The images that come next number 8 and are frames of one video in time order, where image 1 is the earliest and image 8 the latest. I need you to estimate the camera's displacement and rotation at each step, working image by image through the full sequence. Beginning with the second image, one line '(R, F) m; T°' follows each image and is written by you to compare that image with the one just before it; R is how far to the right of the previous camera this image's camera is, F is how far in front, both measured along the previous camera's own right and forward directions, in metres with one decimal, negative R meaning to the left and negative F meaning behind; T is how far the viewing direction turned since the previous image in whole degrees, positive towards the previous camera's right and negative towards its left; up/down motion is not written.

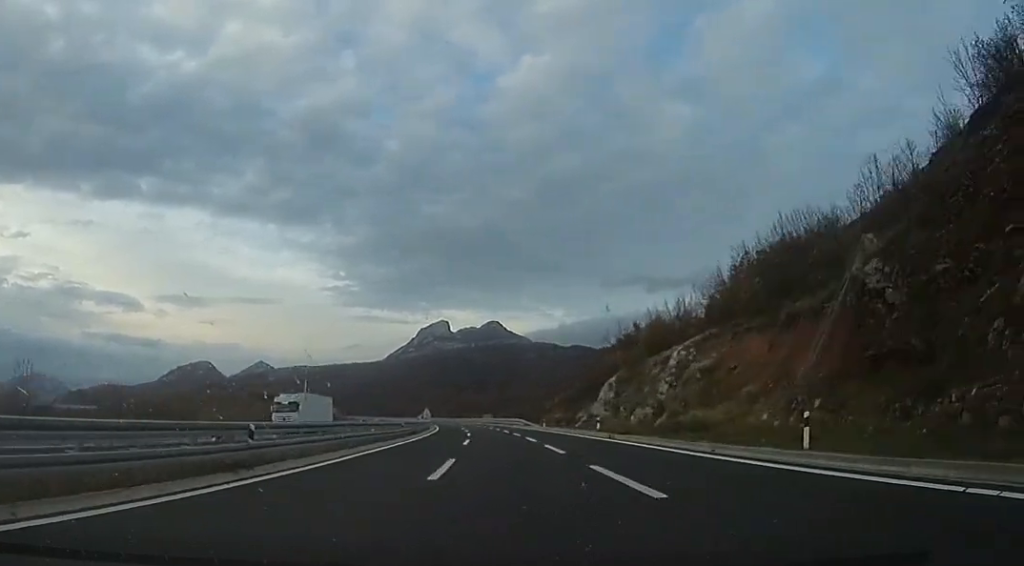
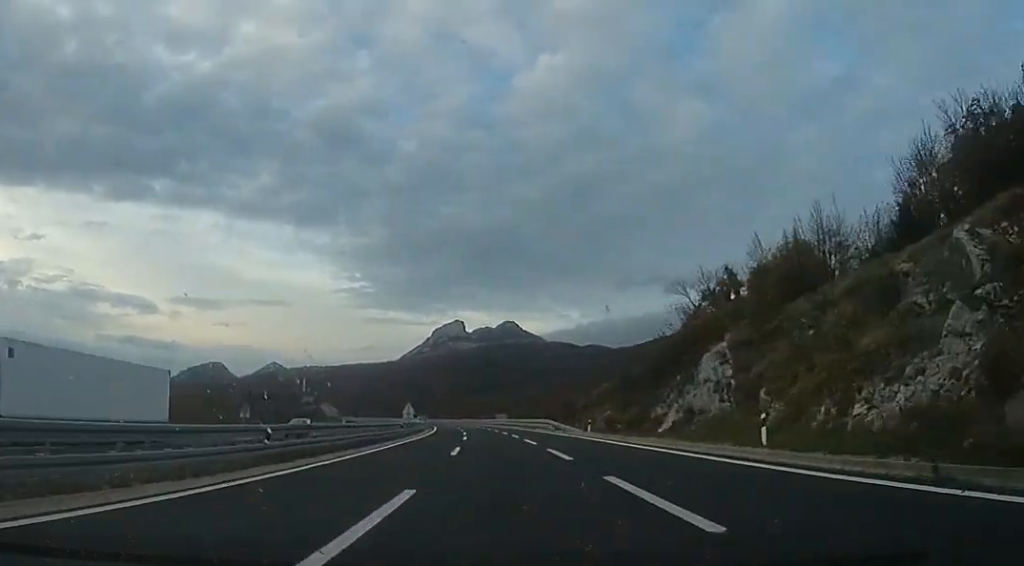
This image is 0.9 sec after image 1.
(-0.2, +26.7) m; -2°
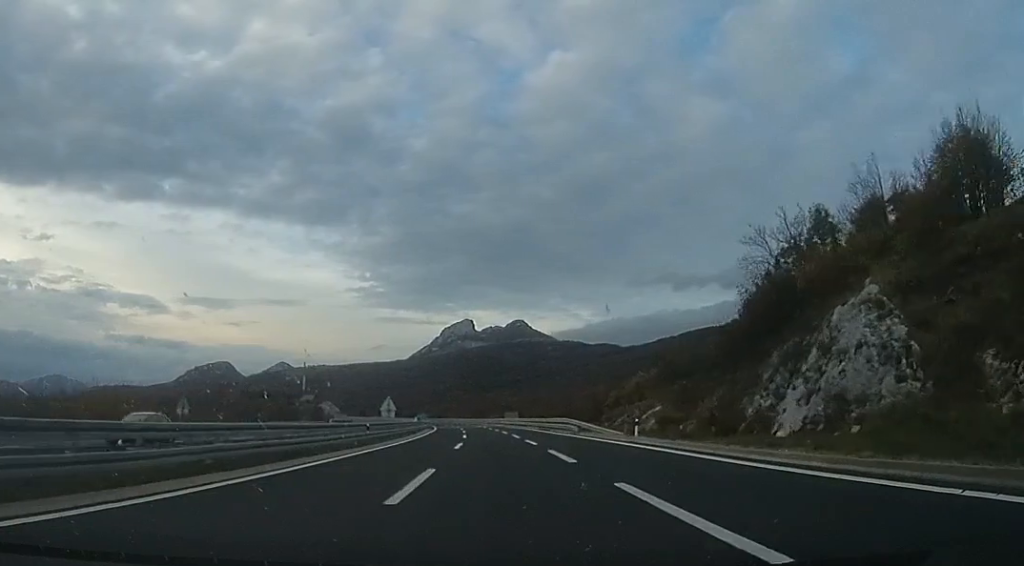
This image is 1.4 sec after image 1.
(-0.2, +13.3) m; -2°
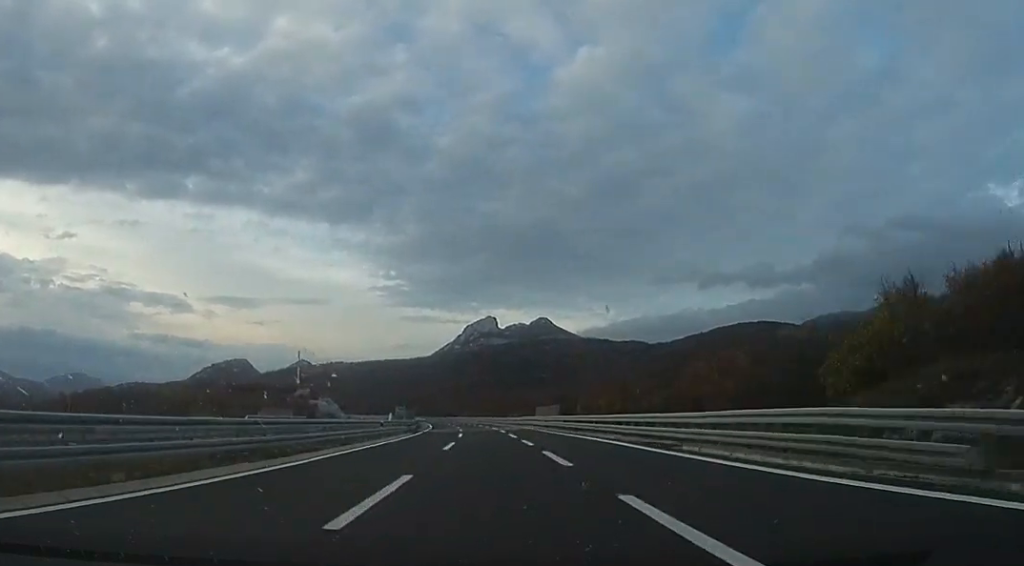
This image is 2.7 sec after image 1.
(-1.2, +37.6) m; -1°
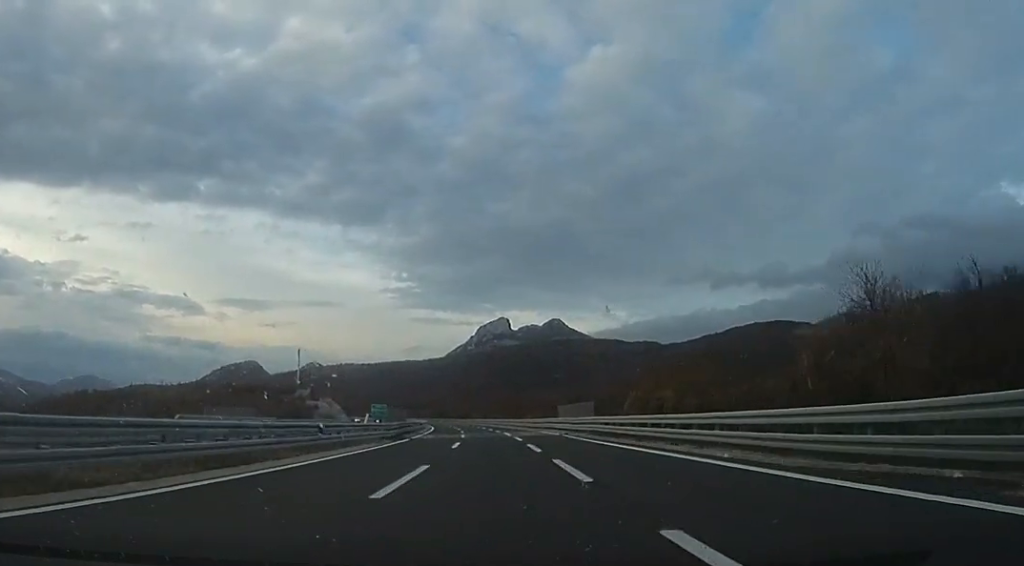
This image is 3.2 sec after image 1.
(+0.4, +14.8) m; 0°
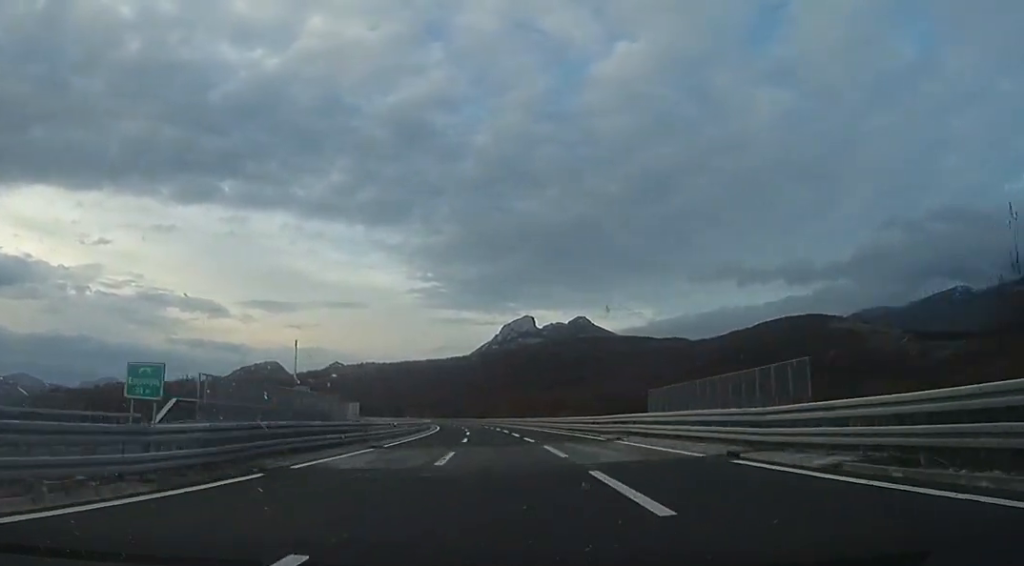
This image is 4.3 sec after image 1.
(-0.1, +29.2) m; -3°
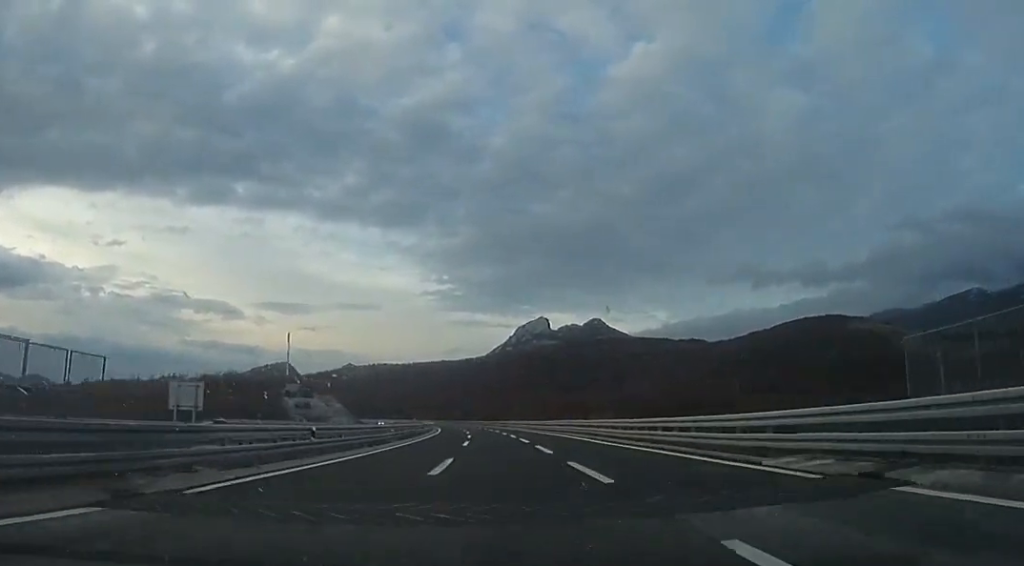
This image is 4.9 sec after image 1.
(-0.5, +19.6) m; -3°
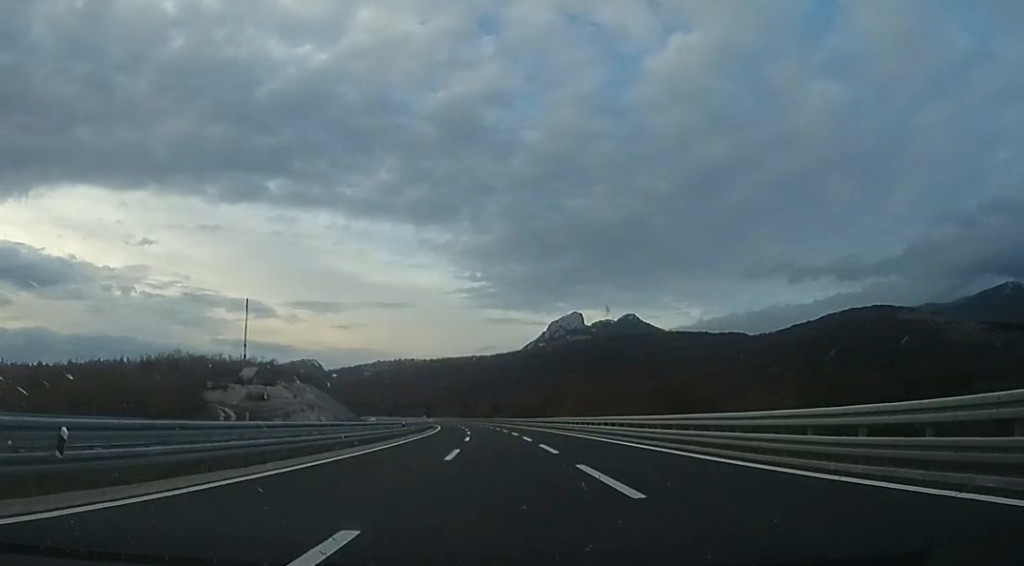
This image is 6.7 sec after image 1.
(-0.7, +50.4) m; 0°
